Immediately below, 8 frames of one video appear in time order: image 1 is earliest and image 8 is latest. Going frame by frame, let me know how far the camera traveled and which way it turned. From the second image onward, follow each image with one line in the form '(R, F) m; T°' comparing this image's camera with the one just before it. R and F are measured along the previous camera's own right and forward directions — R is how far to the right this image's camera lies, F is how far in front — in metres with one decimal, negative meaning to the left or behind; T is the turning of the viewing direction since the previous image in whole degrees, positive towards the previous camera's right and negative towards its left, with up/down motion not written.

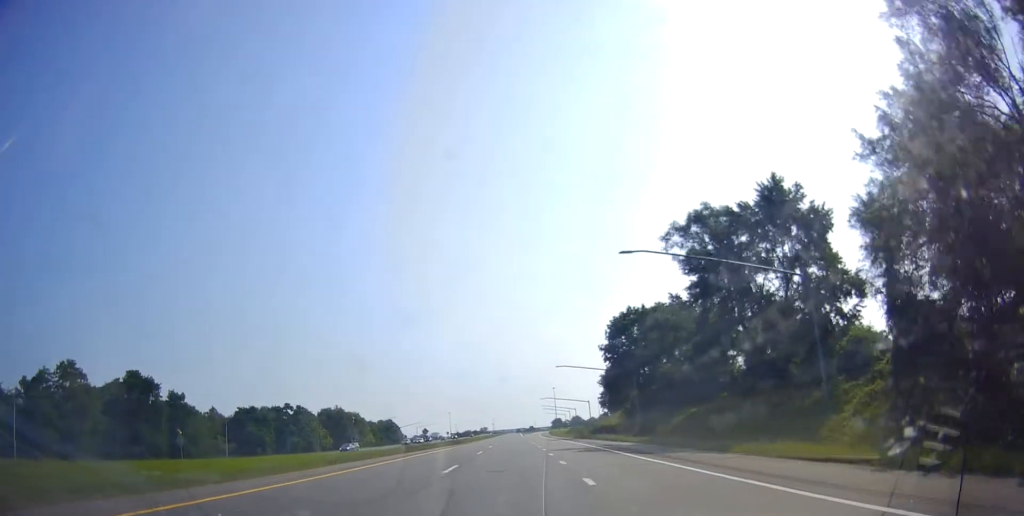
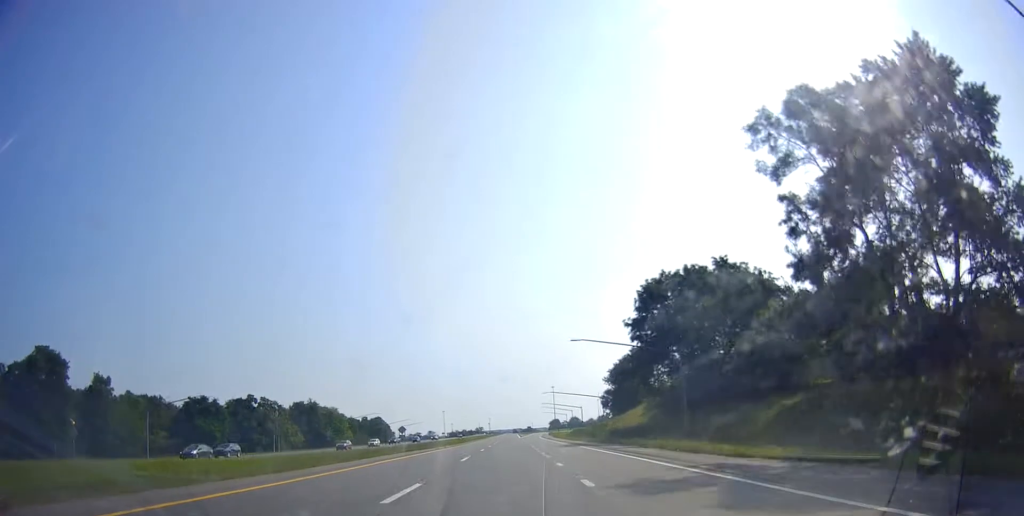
(+0.7, +23.4) m; +1°
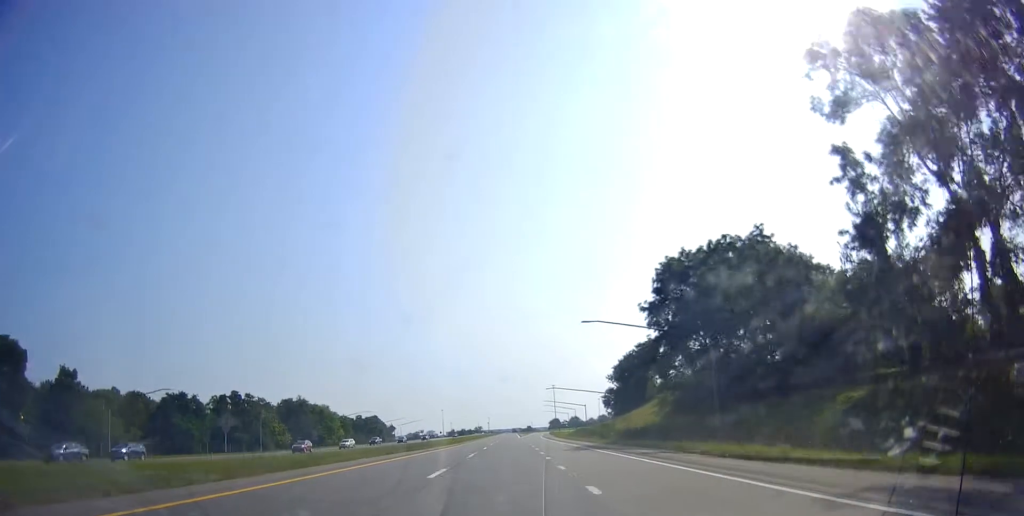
(-0.2, +9.1) m; -1°
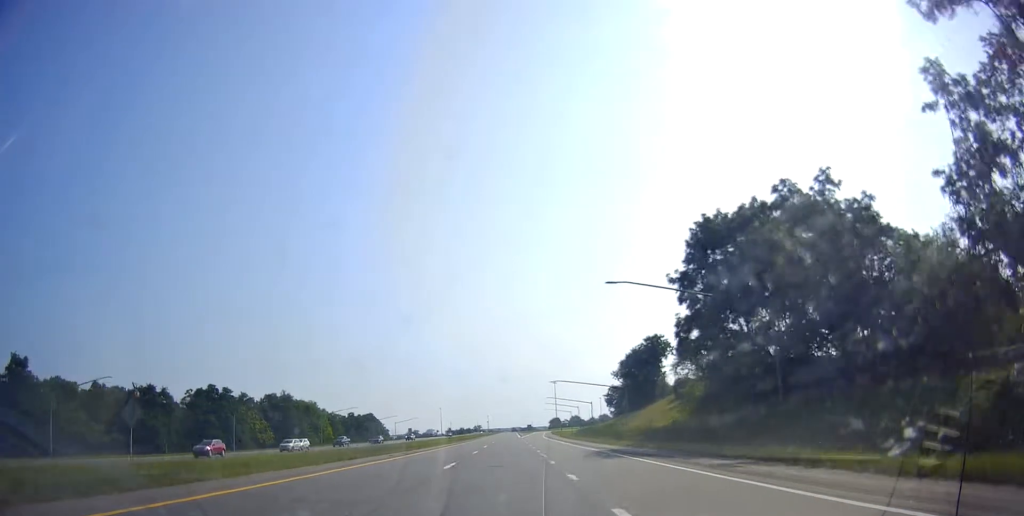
(-0.1, +11.9) m; -1°
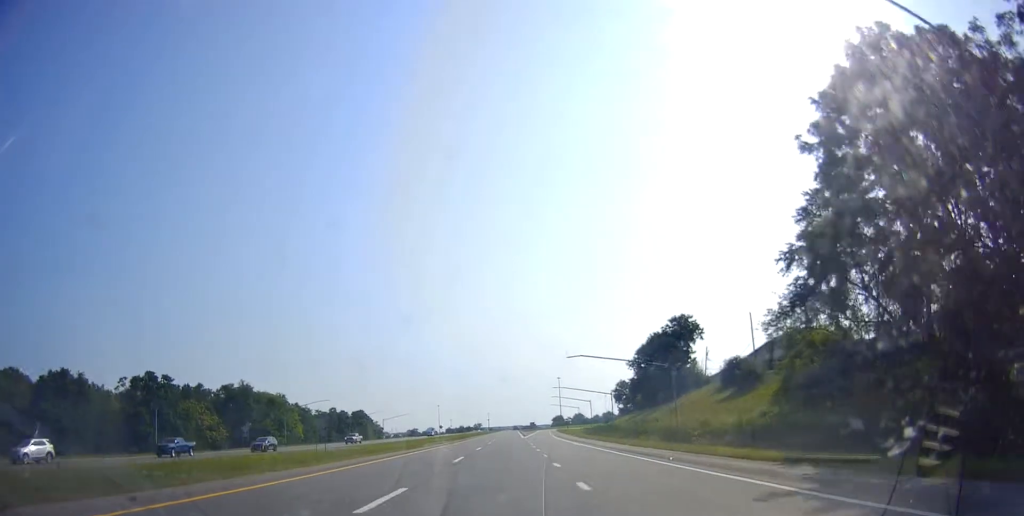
(-0.1, +25.8) m; 0°
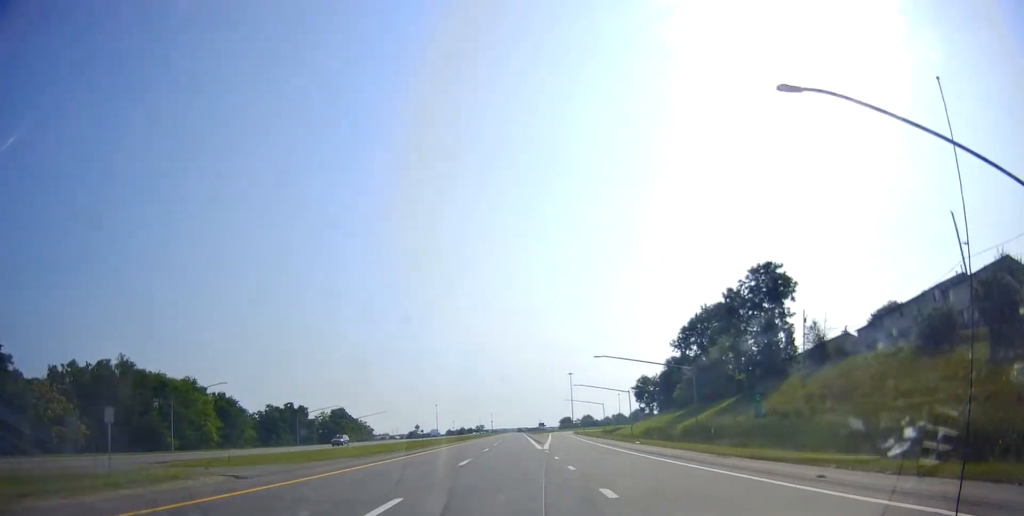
(+0.2, +47.6) m; 0°
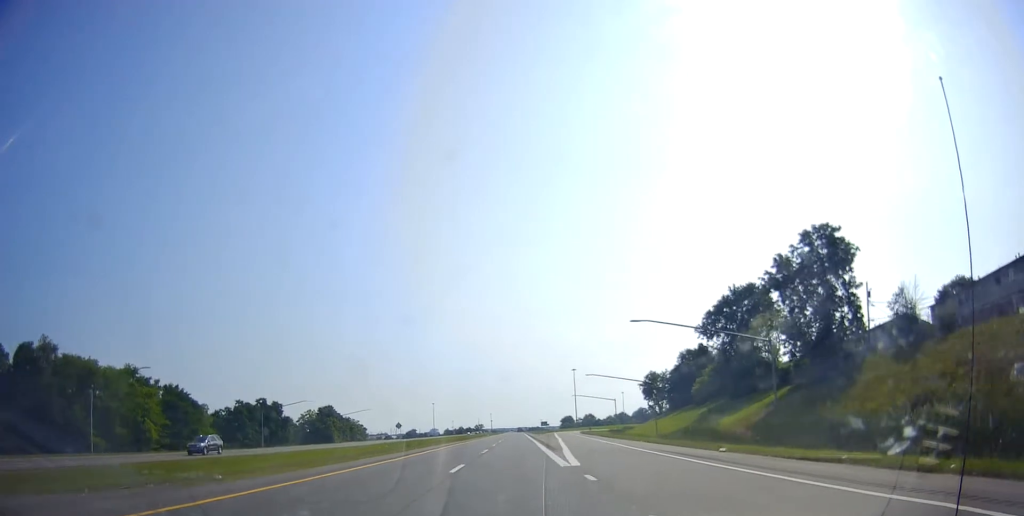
(0.0, +19.3) m; +1°
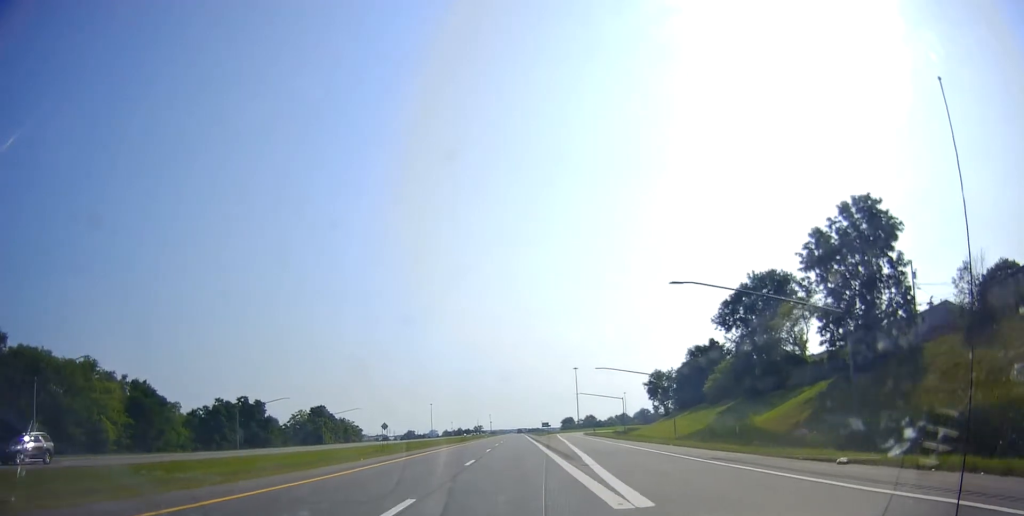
(-0.1, +10.8) m; +1°
